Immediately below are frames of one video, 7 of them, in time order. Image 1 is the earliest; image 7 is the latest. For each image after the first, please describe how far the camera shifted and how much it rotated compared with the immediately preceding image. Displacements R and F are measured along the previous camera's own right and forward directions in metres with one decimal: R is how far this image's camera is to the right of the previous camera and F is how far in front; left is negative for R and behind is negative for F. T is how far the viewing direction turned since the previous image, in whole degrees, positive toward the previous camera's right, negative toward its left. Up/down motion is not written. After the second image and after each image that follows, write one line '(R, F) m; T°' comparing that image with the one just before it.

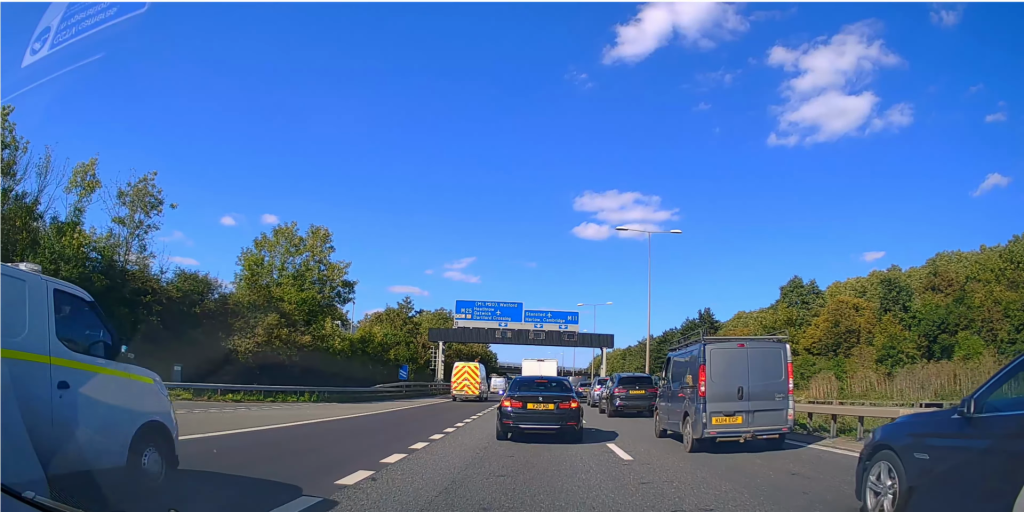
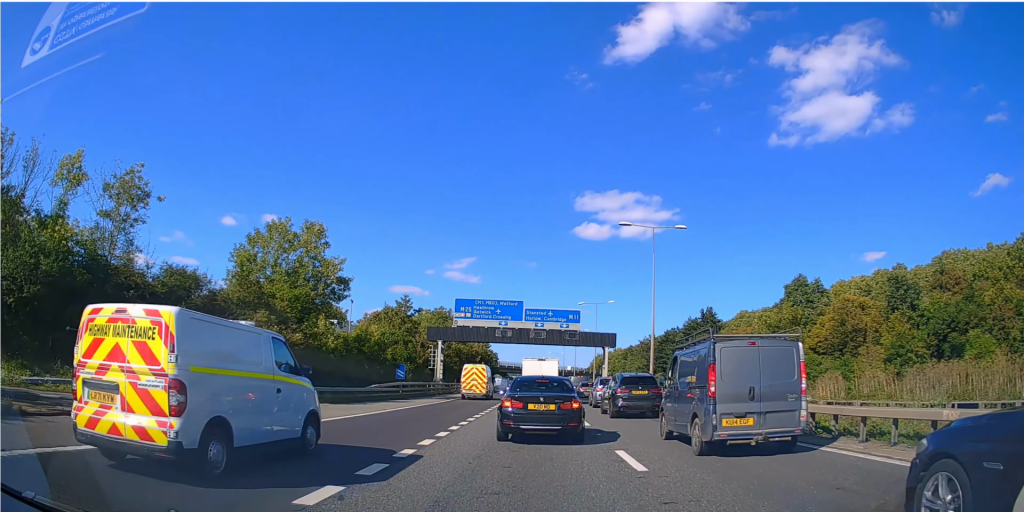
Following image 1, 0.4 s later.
(0.0, +1.1) m; 0°
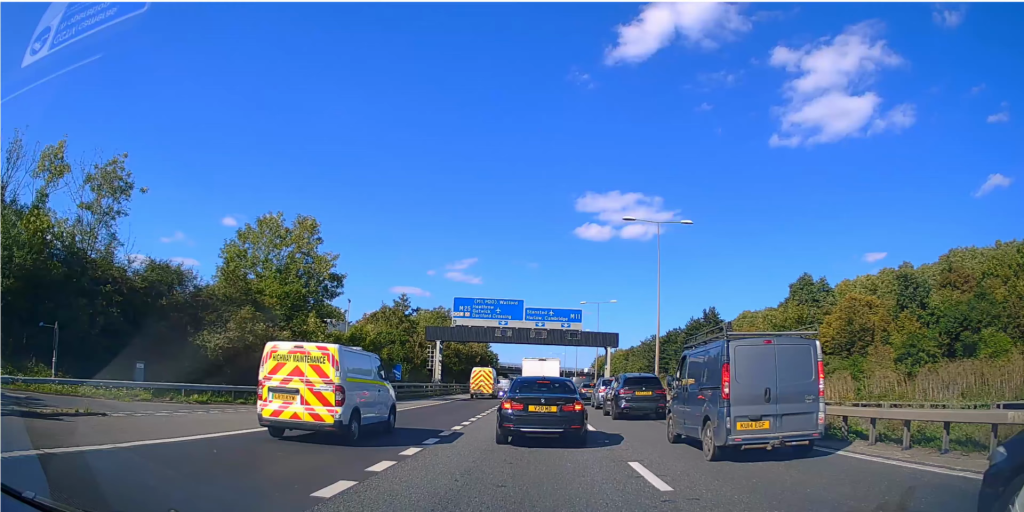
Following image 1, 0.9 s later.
(0.0, +1.5) m; +2°
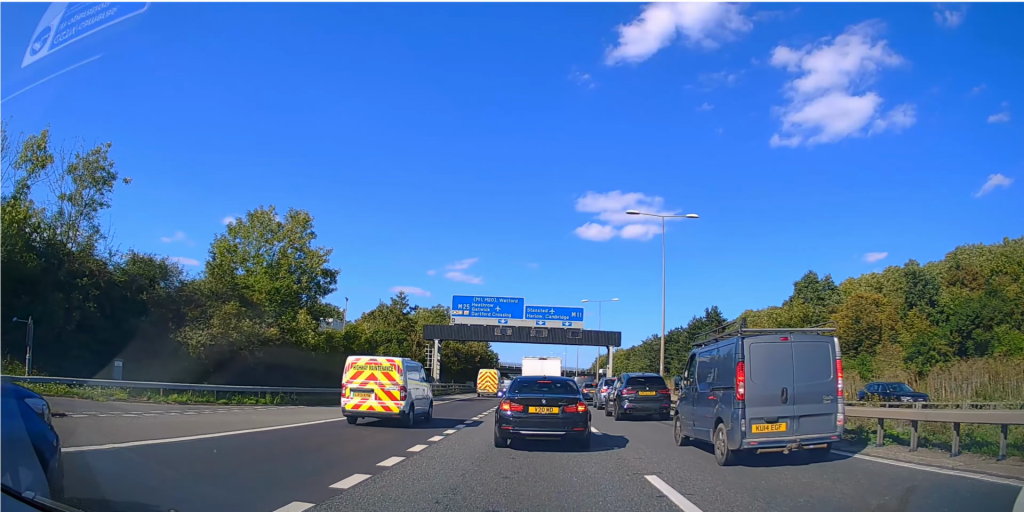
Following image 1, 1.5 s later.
(0.0, +1.5) m; +1°
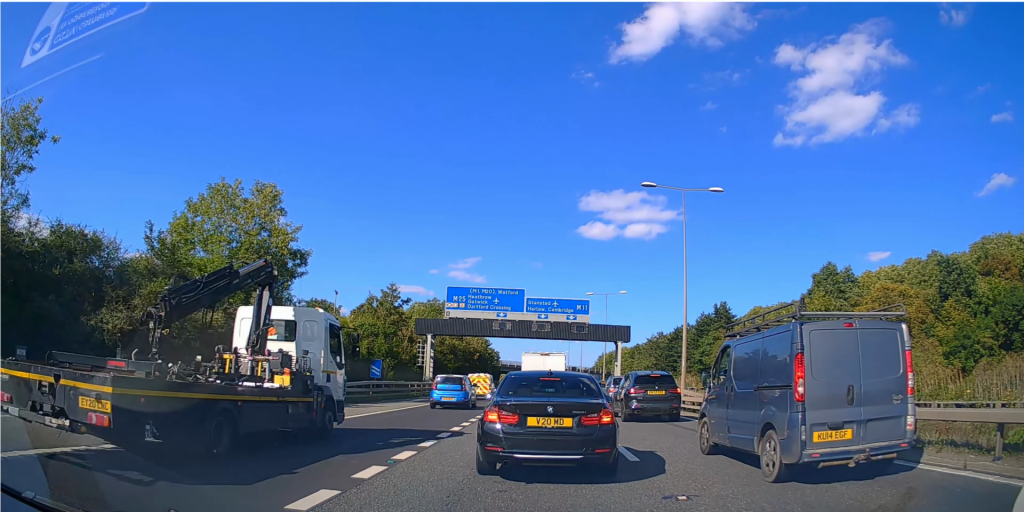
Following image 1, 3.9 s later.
(-0.1, +5.4) m; -5°
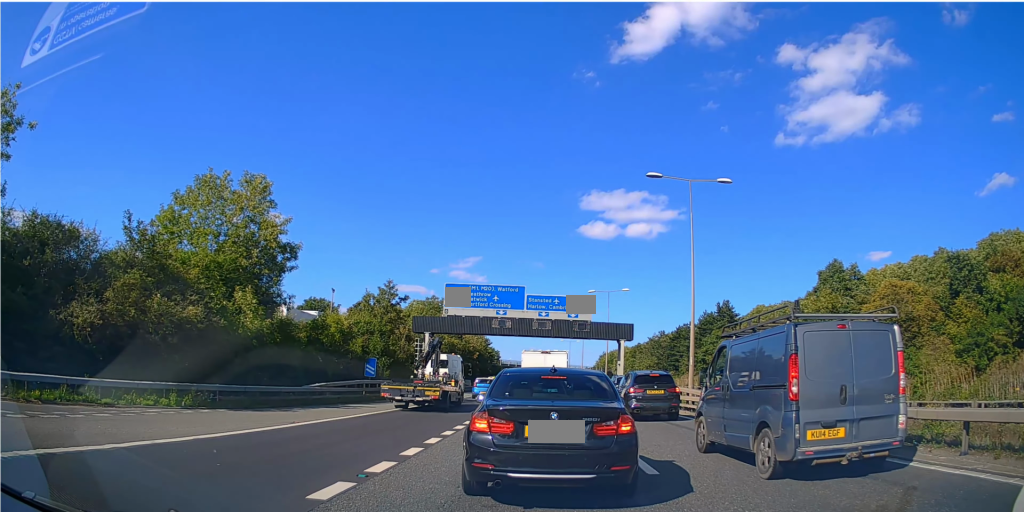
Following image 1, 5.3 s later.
(+0.1, +1.5) m; 0°
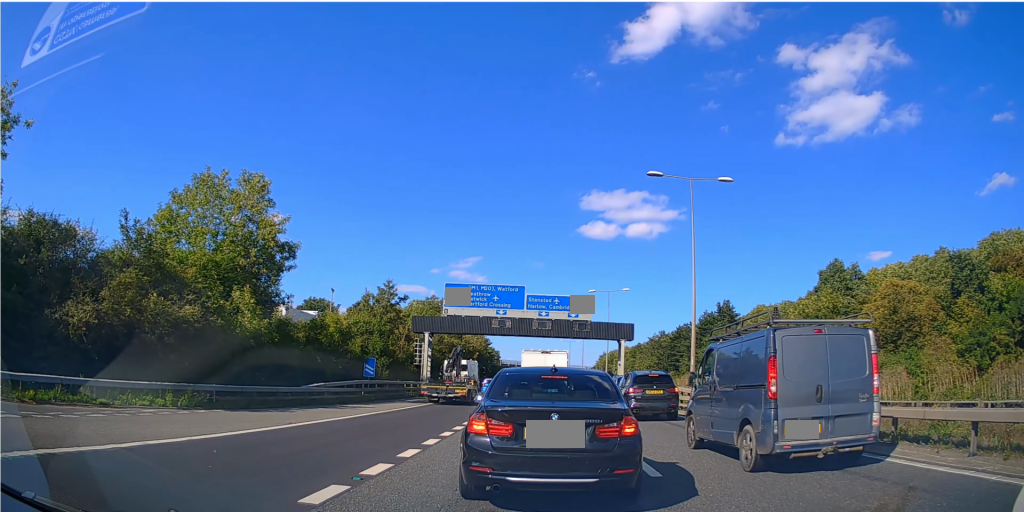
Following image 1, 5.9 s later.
(0.0, +0.1) m; 0°
